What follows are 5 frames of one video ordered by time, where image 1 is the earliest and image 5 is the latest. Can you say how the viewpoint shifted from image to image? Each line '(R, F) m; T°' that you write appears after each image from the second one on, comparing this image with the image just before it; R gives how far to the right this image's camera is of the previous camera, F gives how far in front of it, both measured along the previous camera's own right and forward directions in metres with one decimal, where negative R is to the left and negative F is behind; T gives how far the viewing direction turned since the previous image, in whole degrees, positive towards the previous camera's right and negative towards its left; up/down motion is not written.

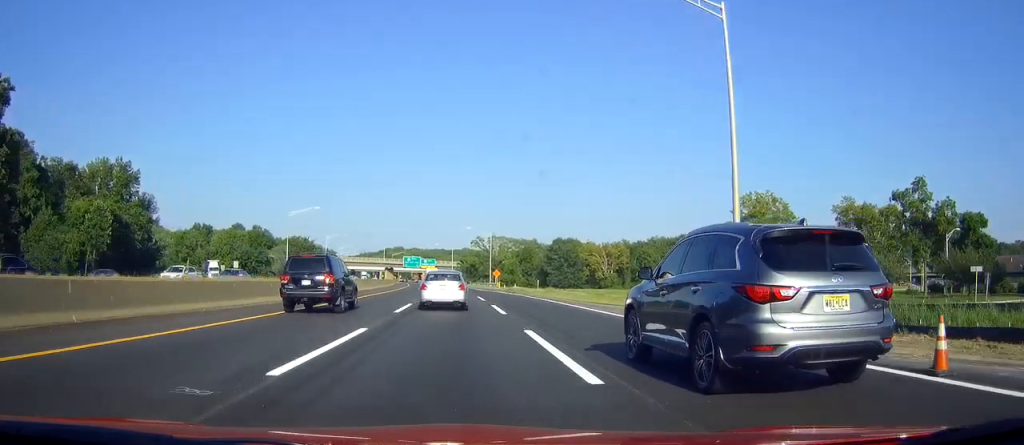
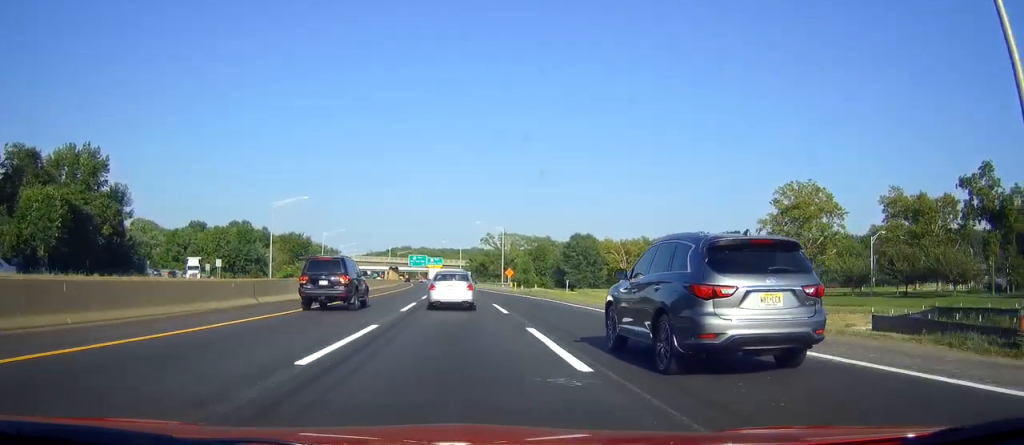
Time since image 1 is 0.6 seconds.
(-0.1, +14.7) m; 0°
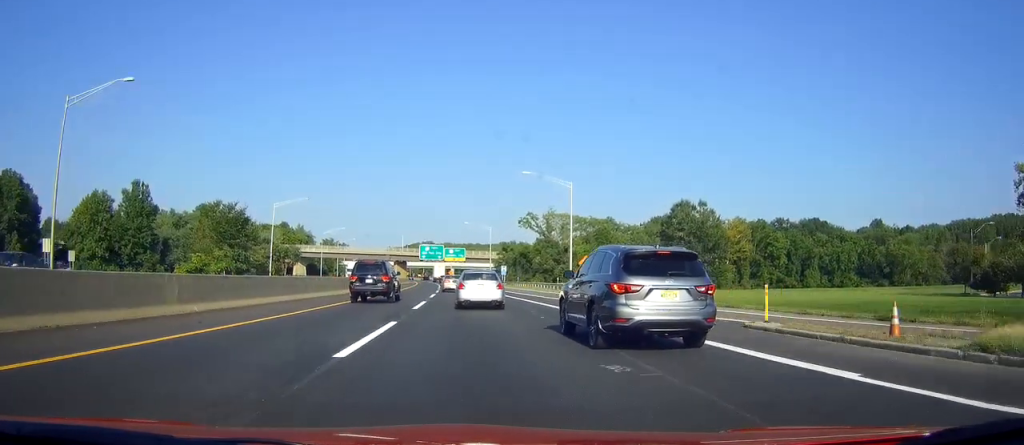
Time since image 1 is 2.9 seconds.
(-1.5, +61.4) m; -3°
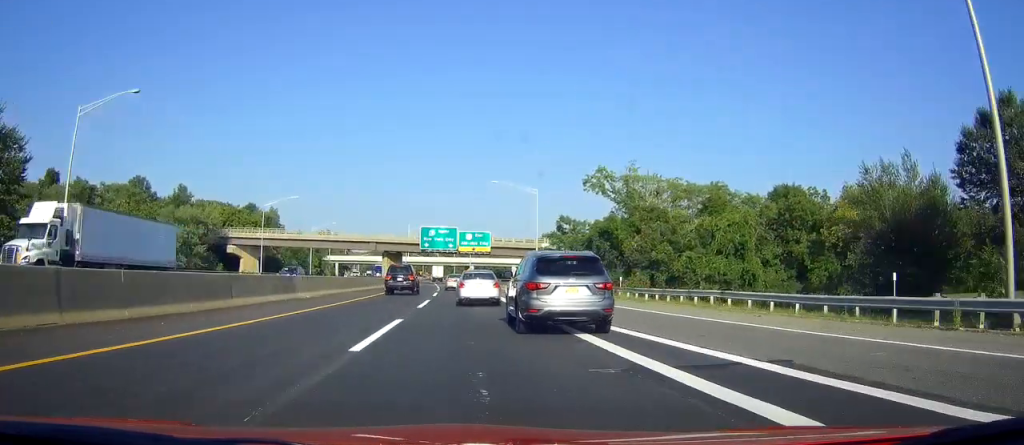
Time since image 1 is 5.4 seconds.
(-0.9, +62.1) m; -3°
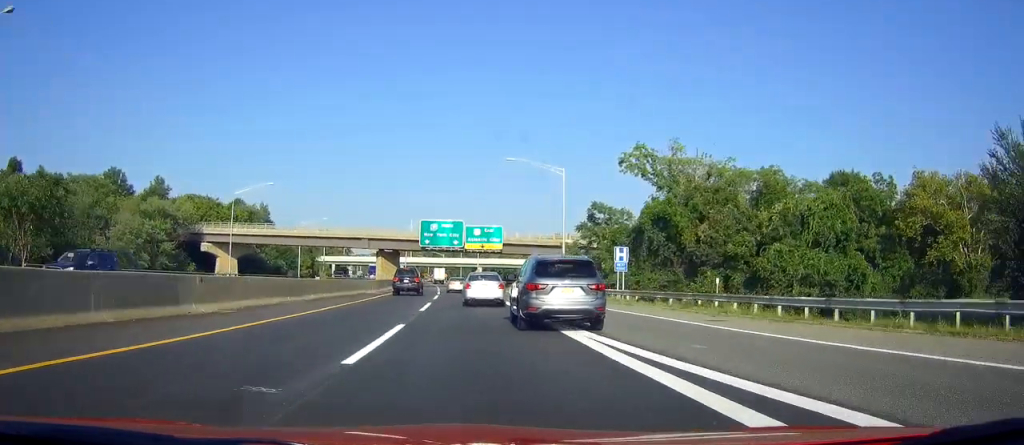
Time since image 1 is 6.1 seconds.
(-0.1, +17.4) m; -1°
